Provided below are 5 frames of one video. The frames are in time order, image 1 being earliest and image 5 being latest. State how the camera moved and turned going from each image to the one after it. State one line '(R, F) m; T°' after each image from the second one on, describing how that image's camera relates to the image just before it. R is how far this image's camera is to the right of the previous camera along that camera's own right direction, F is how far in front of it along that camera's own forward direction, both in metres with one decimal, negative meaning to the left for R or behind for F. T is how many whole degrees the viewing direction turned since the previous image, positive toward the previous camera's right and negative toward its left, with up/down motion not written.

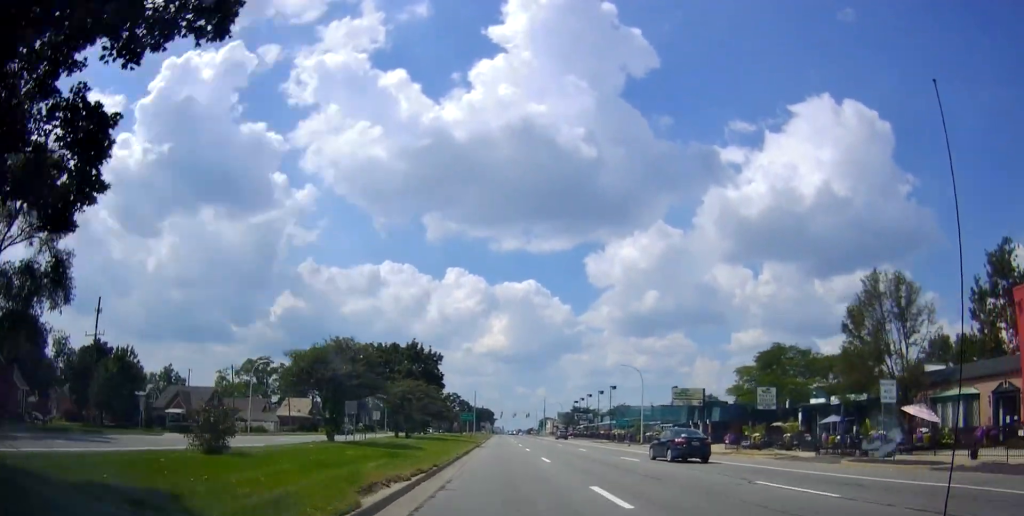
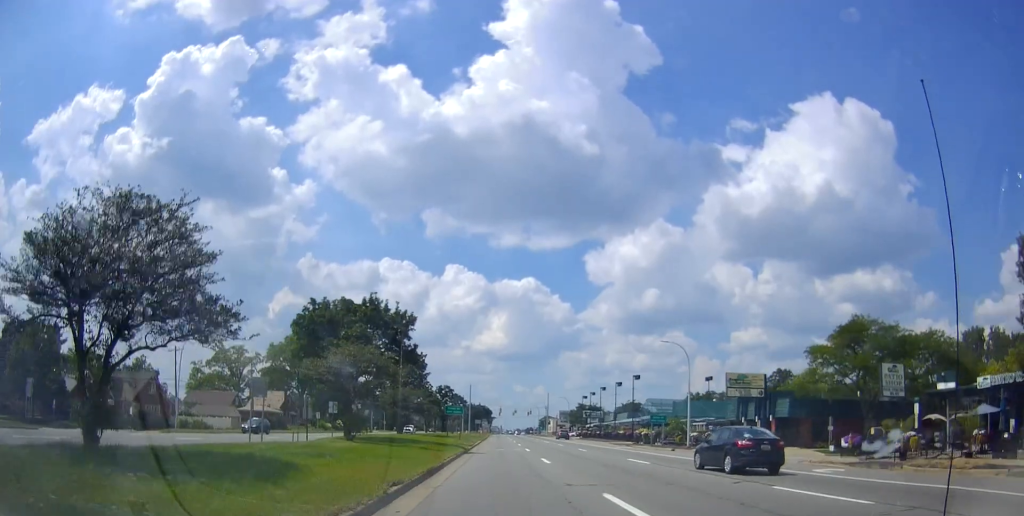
(+0.2, +17.2) m; 0°
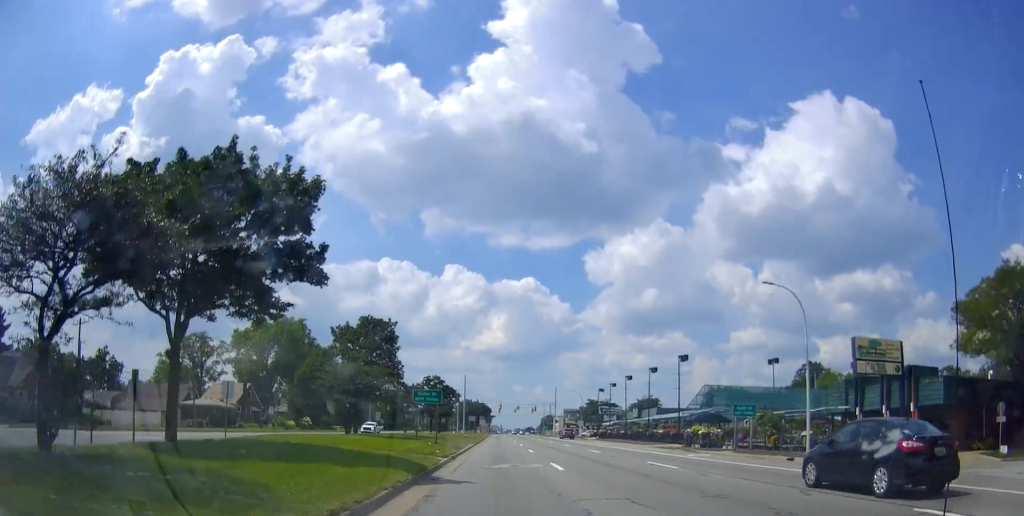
(-0.2, +20.7) m; -1°
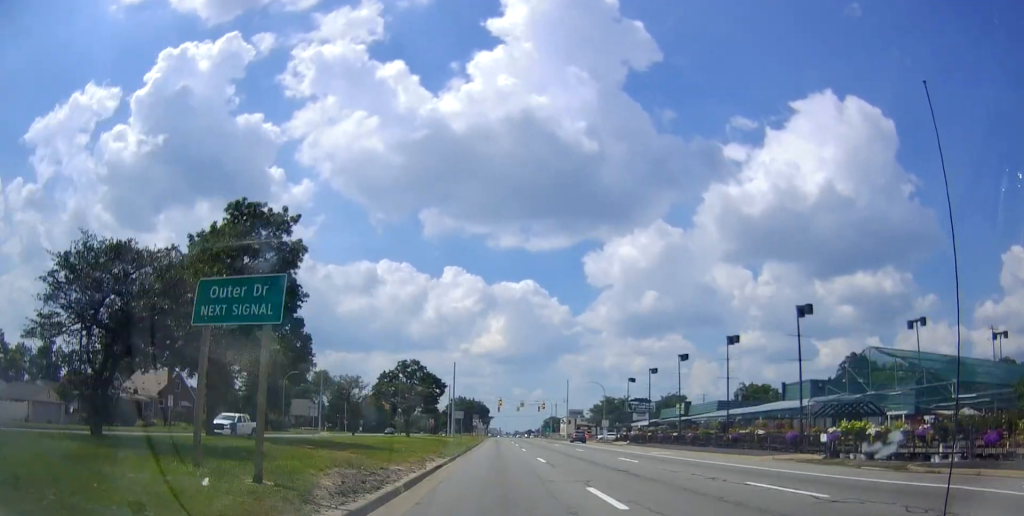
(-0.2, +25.5) m; 0°
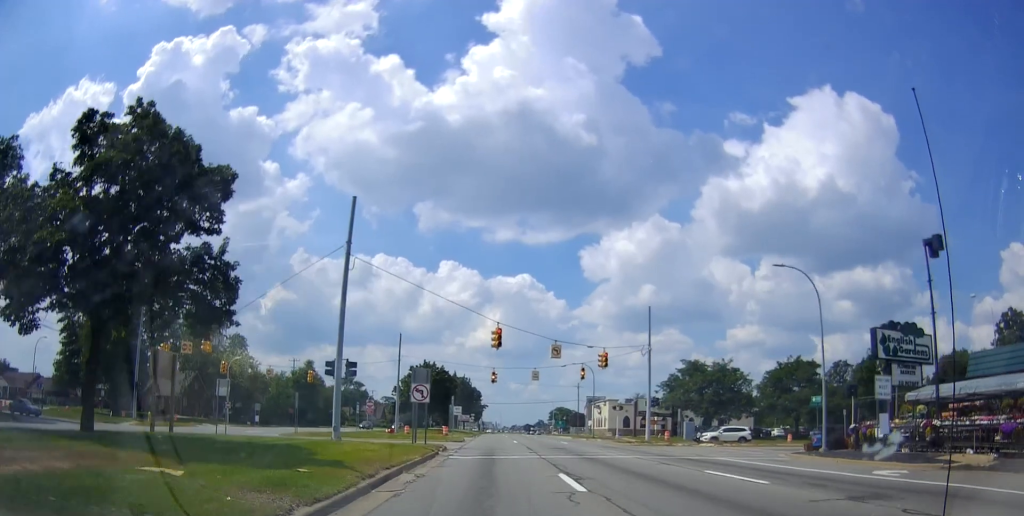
(+0.5, +67.3) m; 0°
